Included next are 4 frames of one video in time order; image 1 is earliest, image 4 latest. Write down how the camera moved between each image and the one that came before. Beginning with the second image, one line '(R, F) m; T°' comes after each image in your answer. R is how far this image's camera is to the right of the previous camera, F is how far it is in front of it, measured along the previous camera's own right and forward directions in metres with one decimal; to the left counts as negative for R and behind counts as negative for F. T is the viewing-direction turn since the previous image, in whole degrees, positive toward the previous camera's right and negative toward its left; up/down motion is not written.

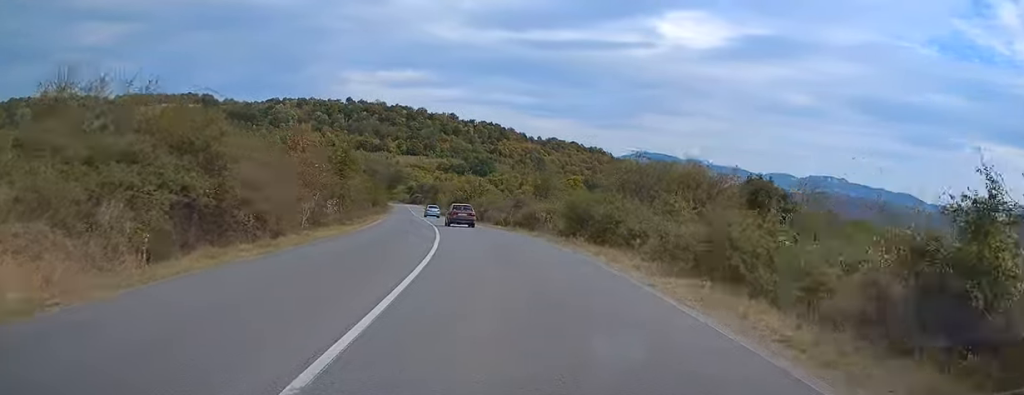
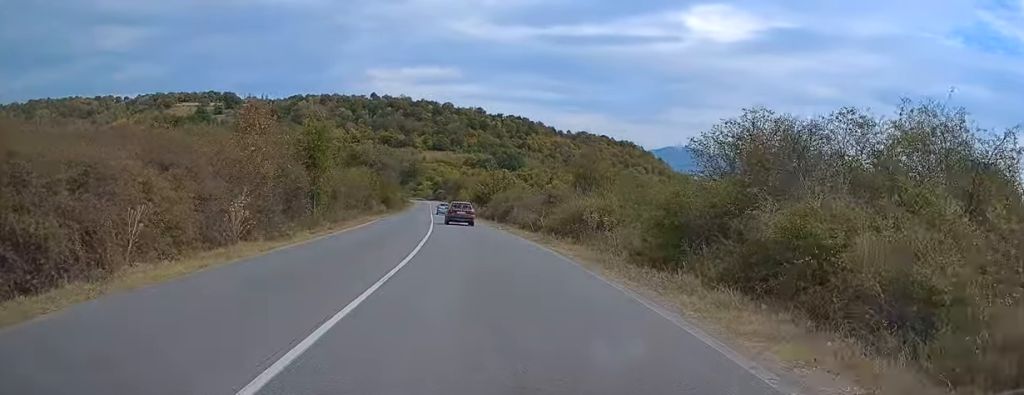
(-0.3, +12.9) m; -3°
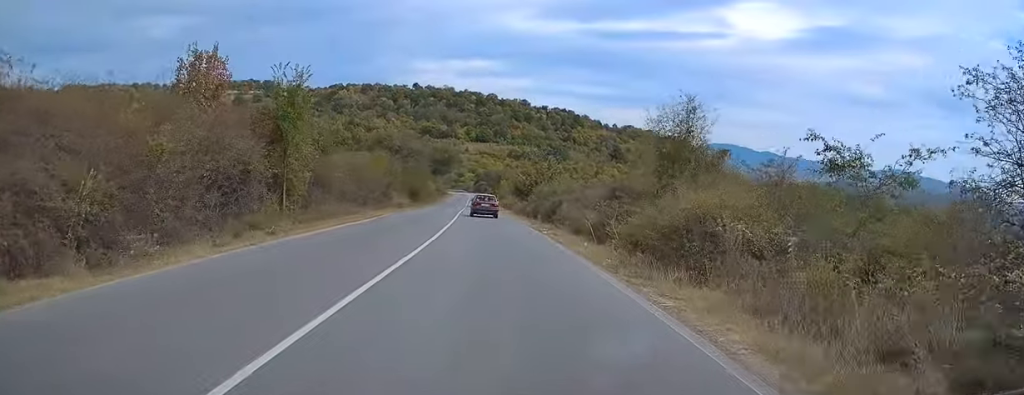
(-0.3, +11.0) m; -4°
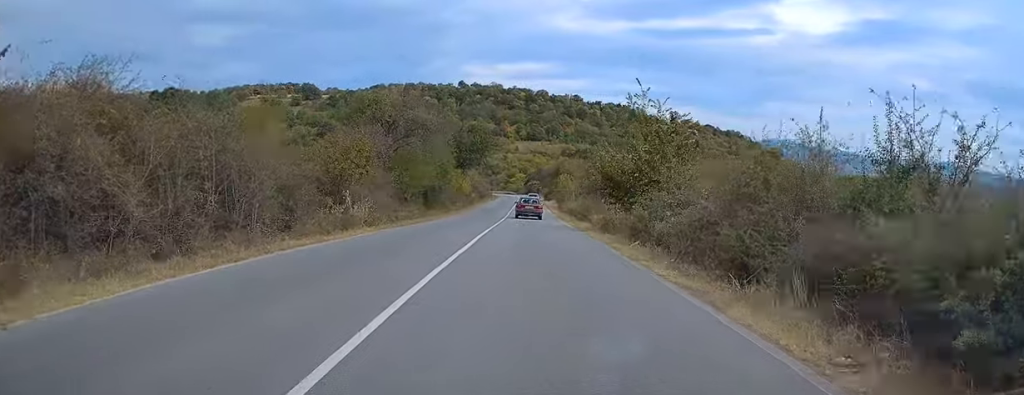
(-2.3, +30.3) m; -4°
